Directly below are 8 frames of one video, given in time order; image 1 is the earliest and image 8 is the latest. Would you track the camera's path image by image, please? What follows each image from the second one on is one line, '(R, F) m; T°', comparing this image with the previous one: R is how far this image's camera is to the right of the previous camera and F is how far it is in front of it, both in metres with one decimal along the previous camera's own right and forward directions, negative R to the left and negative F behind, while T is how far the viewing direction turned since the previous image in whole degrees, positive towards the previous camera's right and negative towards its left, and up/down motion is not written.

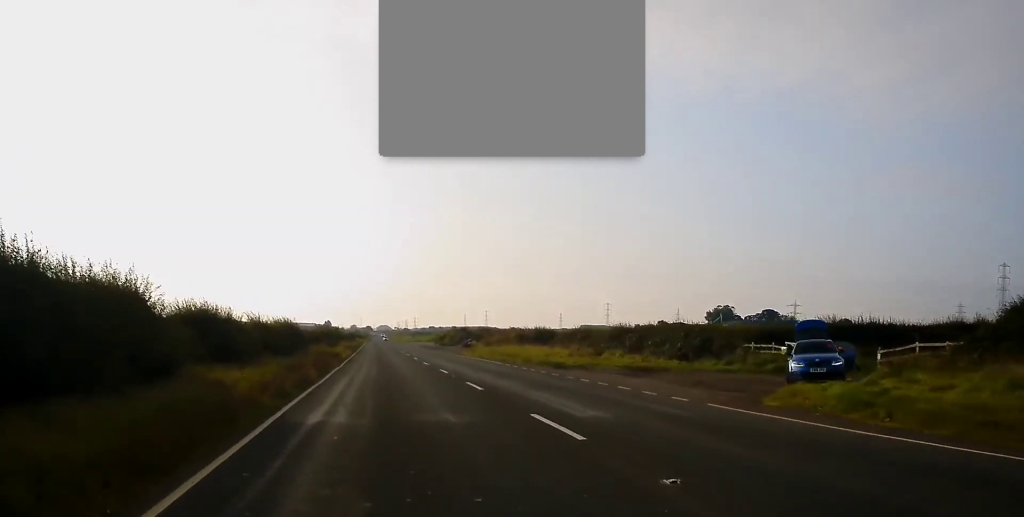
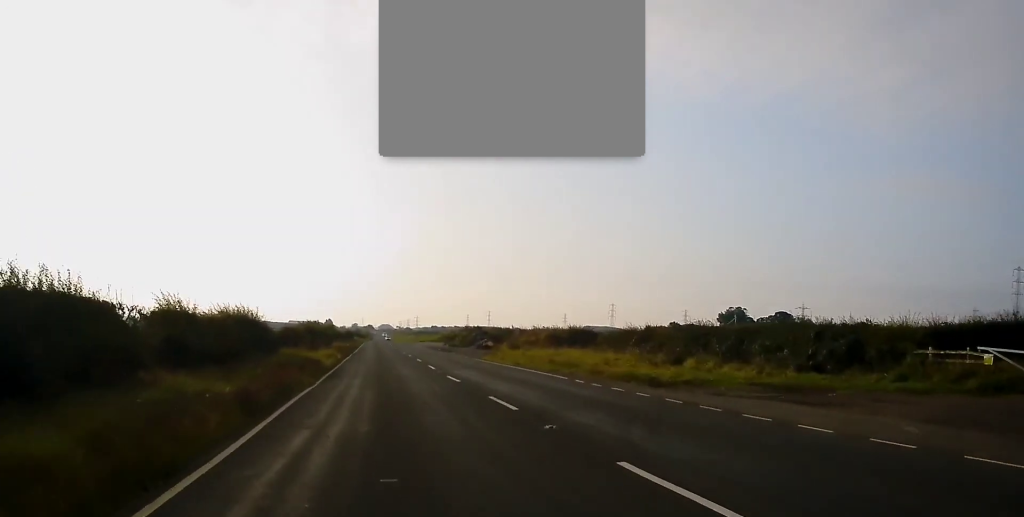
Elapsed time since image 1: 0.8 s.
(+0.1, +13.7) m; 0°
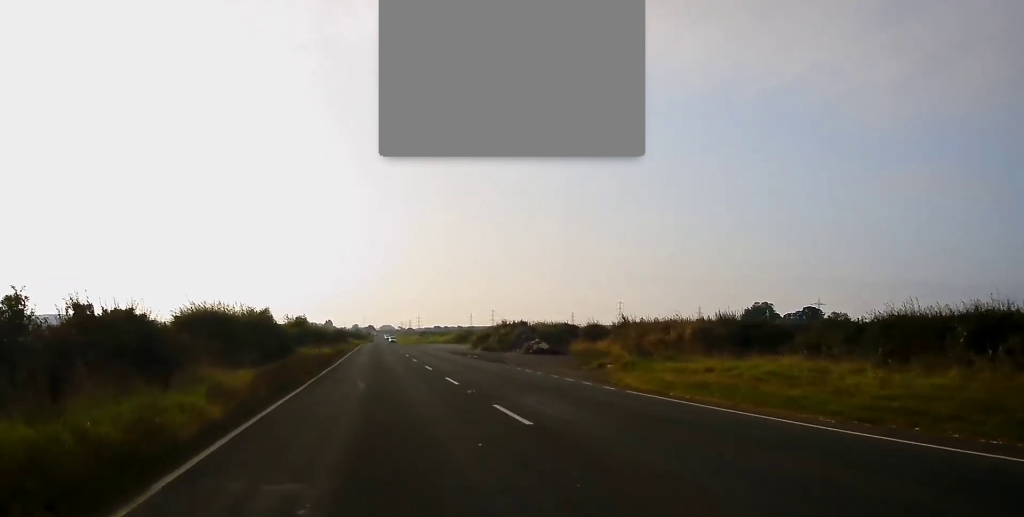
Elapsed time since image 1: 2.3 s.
(-0.1, +29.3) m; 0°
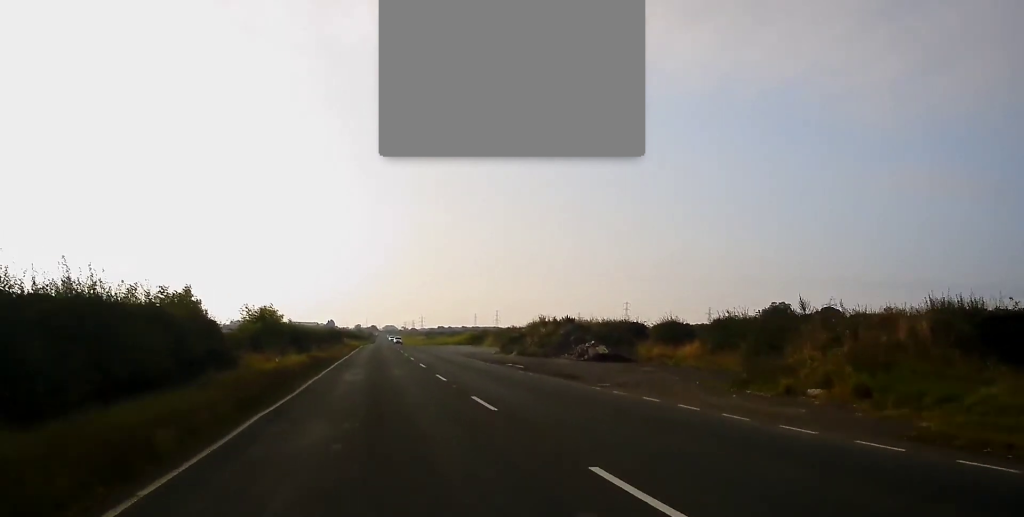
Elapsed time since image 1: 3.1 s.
(0.0, +15.5) m; 0°
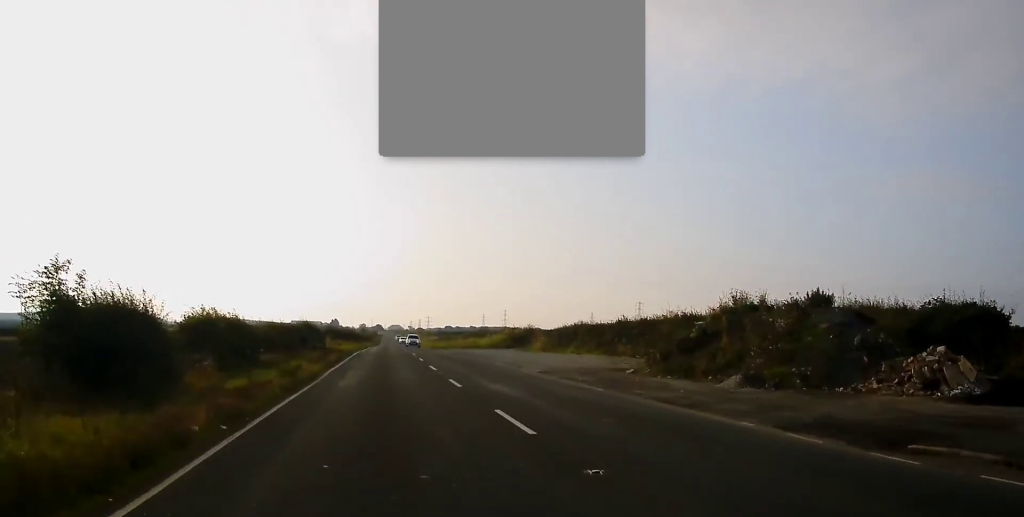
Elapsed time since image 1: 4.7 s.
(-0.3, +30.6) m; -2°
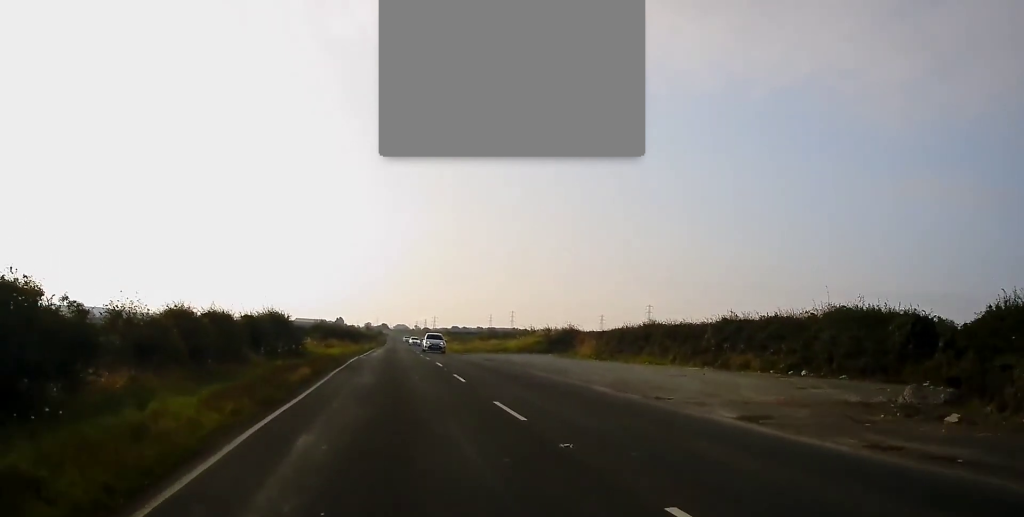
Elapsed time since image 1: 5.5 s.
(-0.2, +16.3) m; 0°
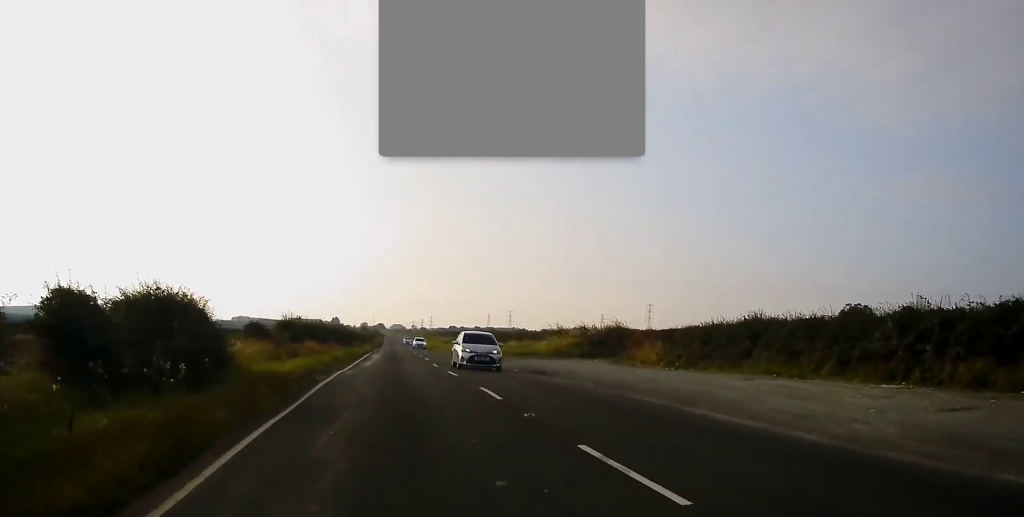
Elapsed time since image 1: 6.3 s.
(+0.1, +14.7) m; +1°
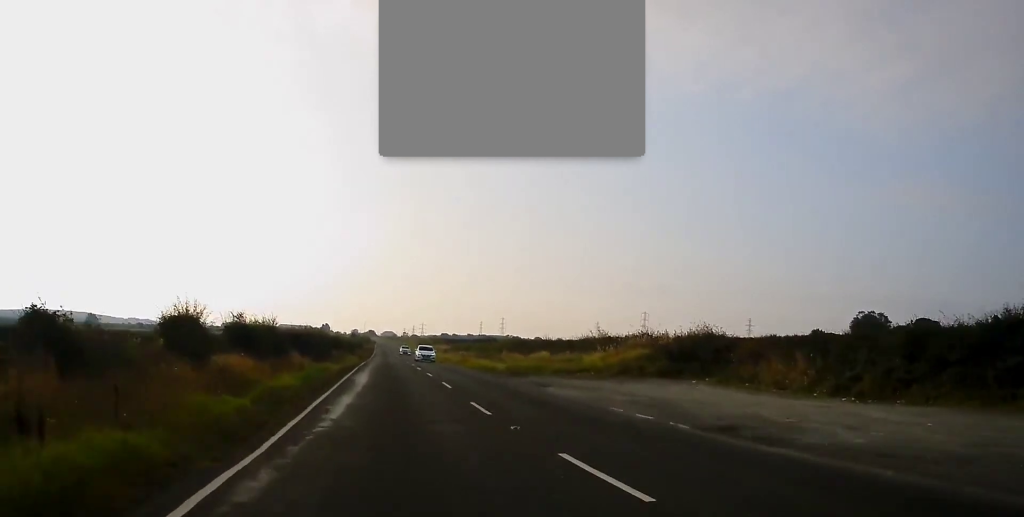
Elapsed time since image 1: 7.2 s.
(+0.2, +17.1) m; +1°
